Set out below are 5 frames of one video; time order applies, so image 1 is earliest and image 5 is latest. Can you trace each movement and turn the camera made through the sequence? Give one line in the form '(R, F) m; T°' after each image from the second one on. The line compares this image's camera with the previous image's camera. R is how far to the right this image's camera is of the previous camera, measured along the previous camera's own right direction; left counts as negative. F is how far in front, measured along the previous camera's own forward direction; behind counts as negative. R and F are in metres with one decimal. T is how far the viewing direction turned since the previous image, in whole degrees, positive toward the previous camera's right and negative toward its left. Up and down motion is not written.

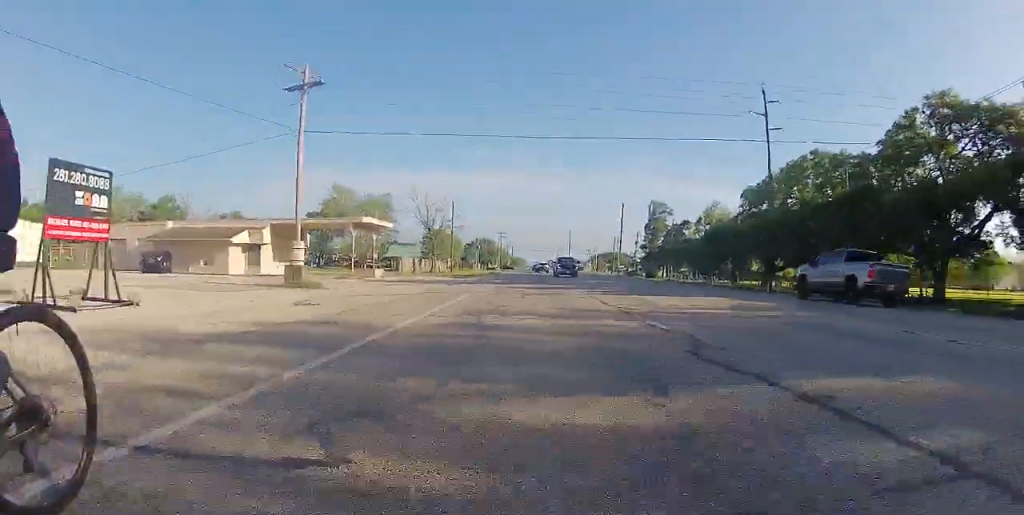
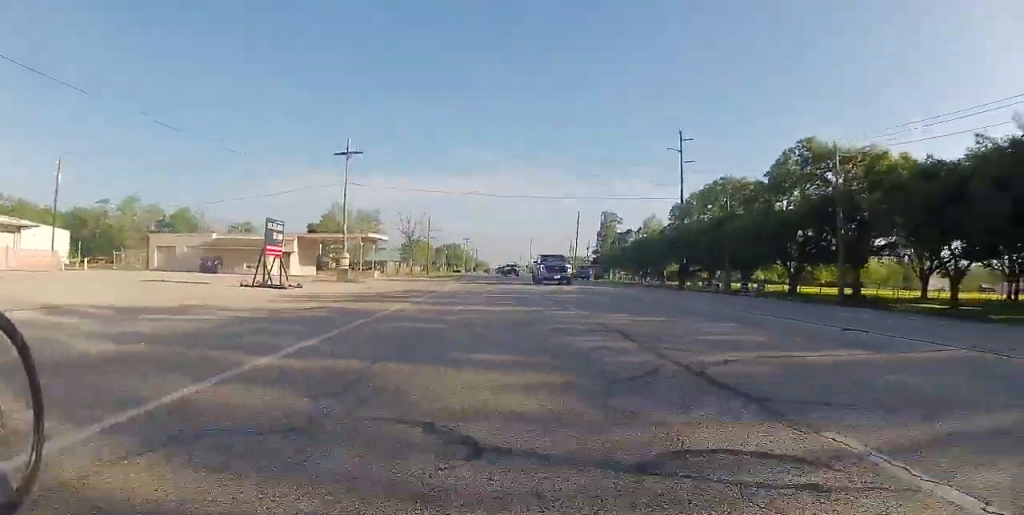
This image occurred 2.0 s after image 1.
(0.0, +15.7) m; 0°
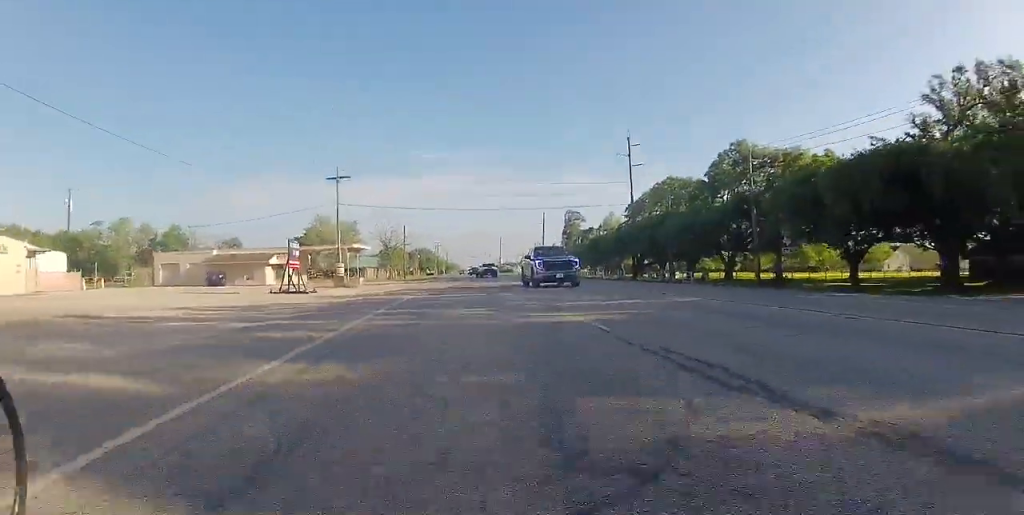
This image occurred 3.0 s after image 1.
(-0.2, +8.0) m; 0°
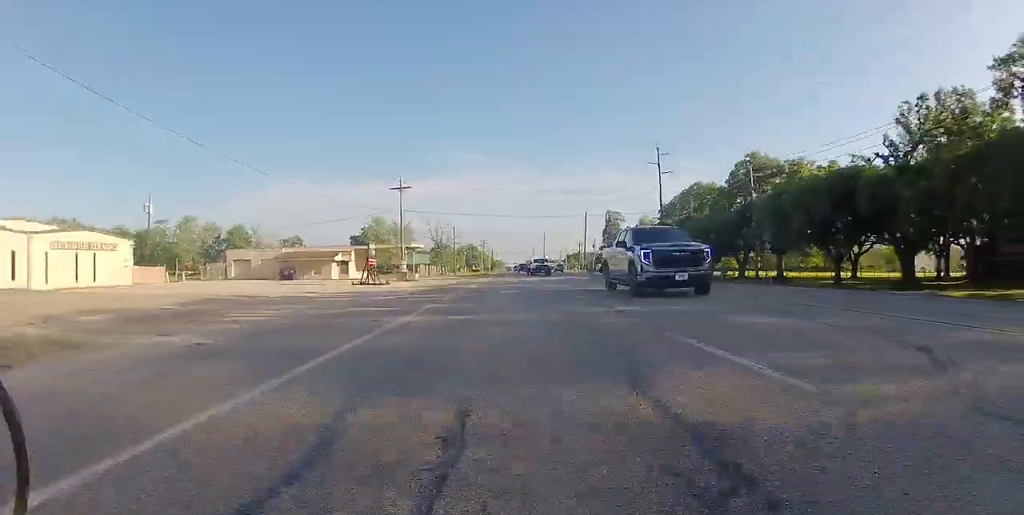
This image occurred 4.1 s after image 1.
(+0.2, +8.5) m; +3°
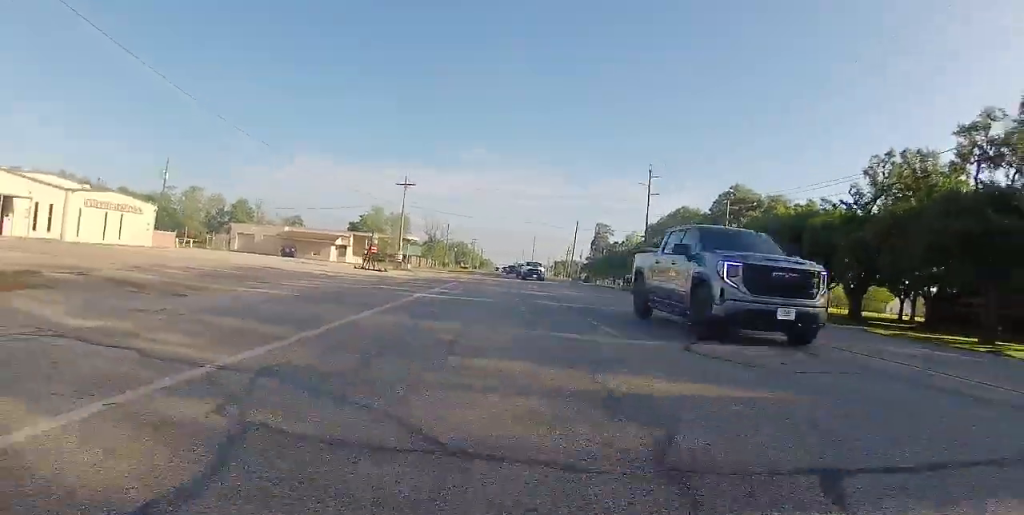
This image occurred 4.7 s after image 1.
(0.0, +4.7) m; +1°
